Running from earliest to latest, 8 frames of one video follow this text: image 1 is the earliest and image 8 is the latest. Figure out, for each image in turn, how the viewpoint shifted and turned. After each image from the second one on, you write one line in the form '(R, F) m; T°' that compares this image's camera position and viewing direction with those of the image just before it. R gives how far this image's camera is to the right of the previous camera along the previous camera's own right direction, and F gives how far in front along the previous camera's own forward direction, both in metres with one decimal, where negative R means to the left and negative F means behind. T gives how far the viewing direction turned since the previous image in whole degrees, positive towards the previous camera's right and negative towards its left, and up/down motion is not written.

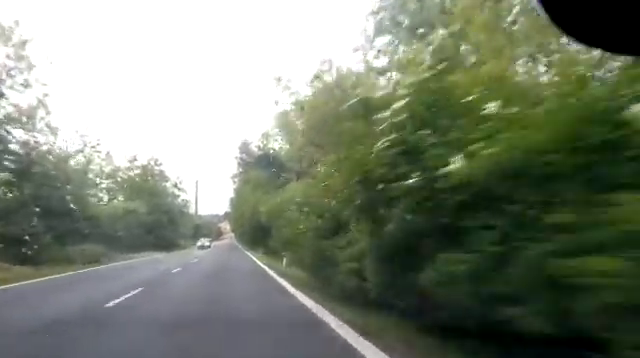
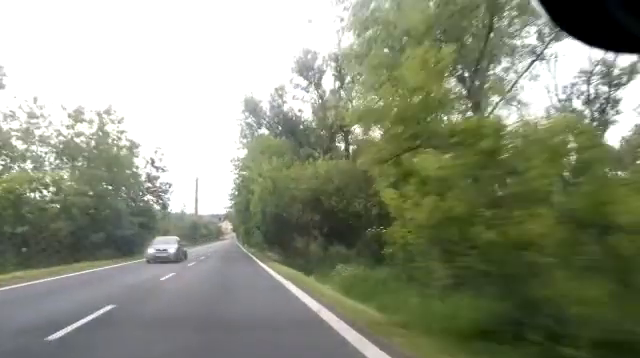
(-0.1, +21.2) m; 0°
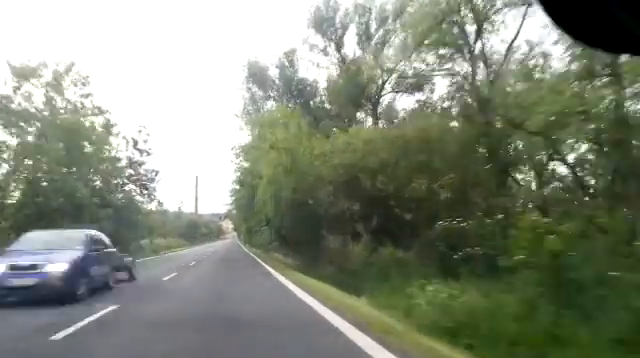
(-0.1, +9.0) m; 0°
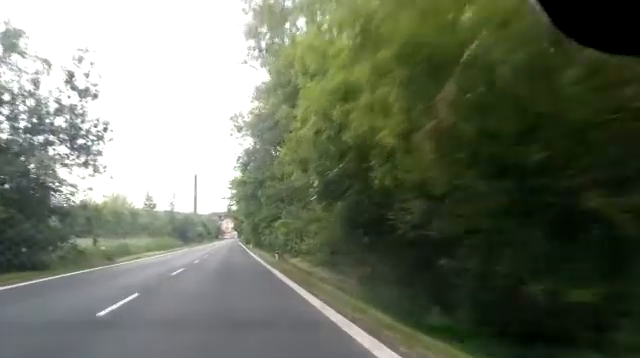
(0.0, +16.5) m; -1°
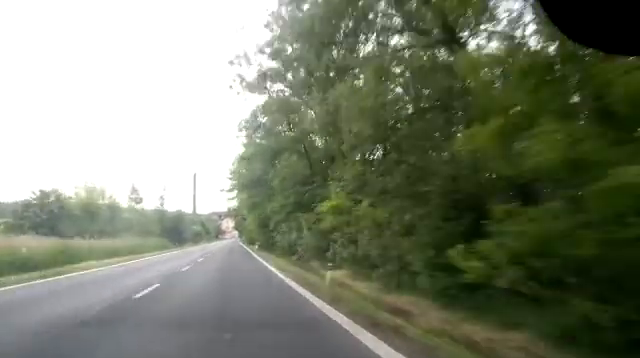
(0.0, +15.6) m; -1°
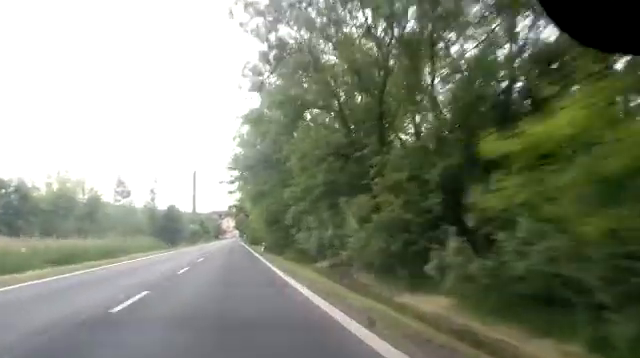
(-0.2, +11.1) m; -1°
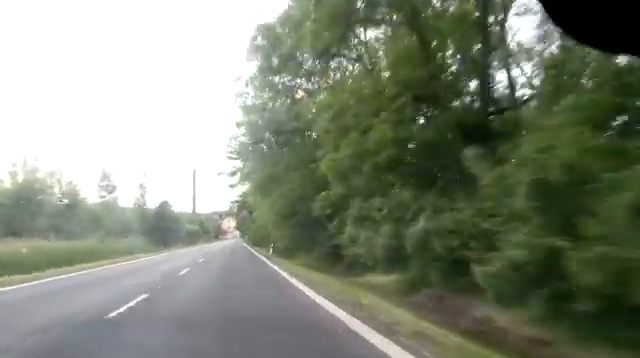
(-0.1, +9.6) m; 0°
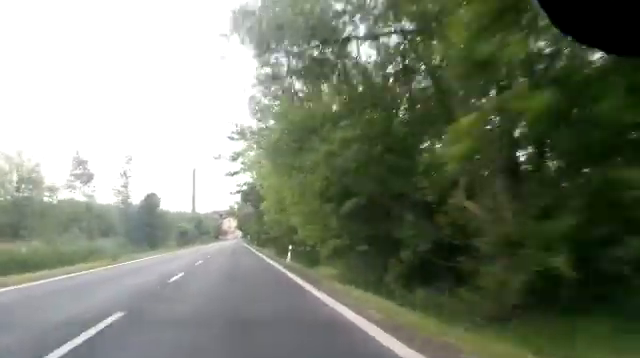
(0.0, +11.7) m; 0°
